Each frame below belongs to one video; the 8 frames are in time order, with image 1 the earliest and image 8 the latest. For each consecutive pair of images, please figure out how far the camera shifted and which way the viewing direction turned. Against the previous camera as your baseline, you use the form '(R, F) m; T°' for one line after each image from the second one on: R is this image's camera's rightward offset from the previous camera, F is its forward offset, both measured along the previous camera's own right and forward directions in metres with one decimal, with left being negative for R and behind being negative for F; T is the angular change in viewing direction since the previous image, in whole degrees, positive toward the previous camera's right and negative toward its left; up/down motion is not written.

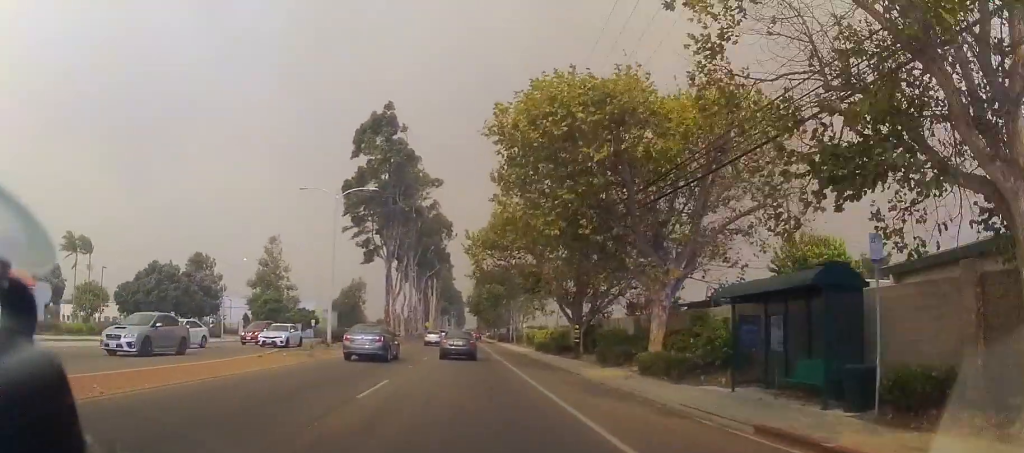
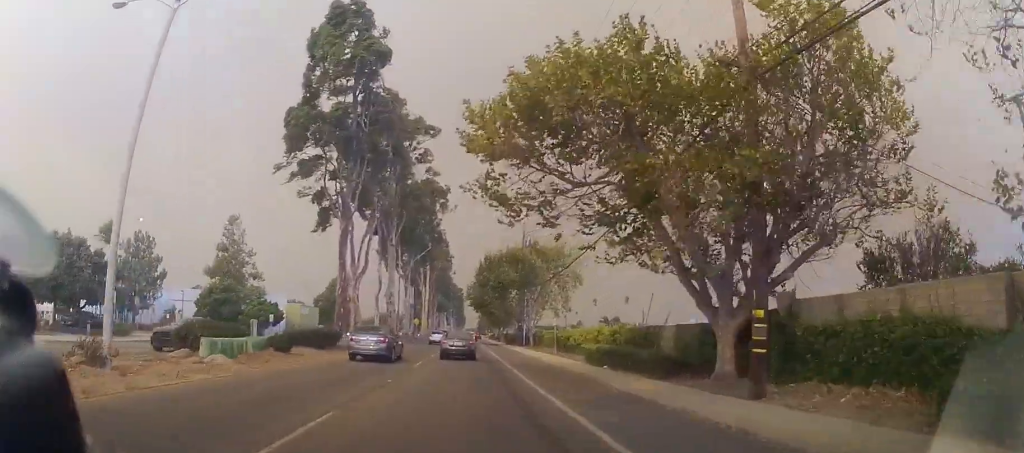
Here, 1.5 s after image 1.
(+0.5, +21.4) m; +1°
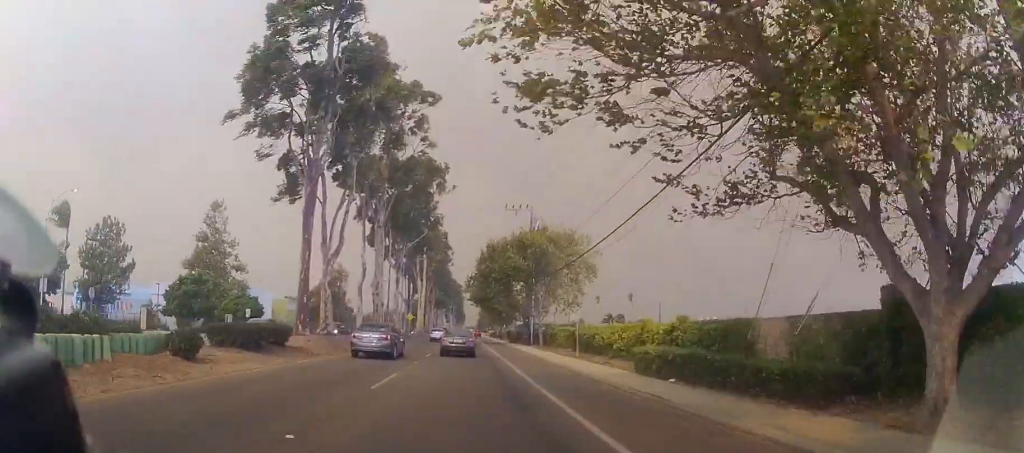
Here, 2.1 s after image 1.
(-0.1, +8.4) m; -1°
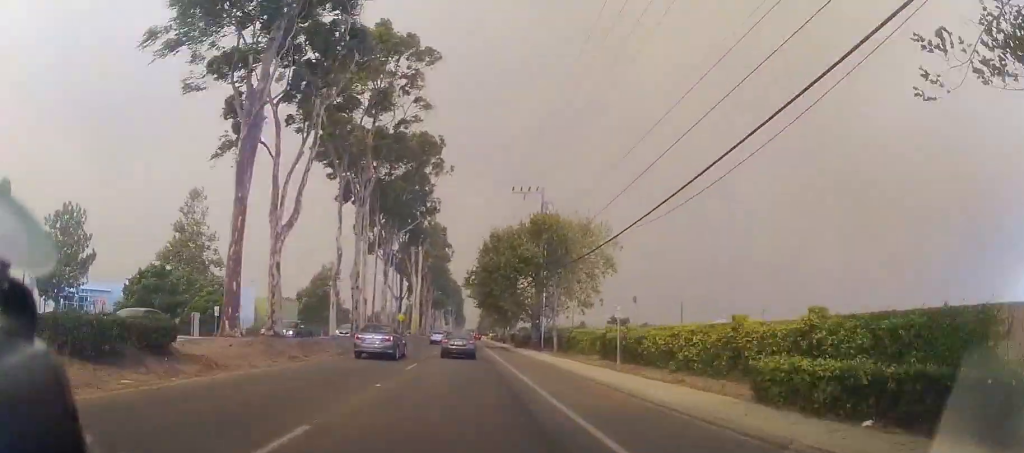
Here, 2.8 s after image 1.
(-0.1, +8.9) m; -2°
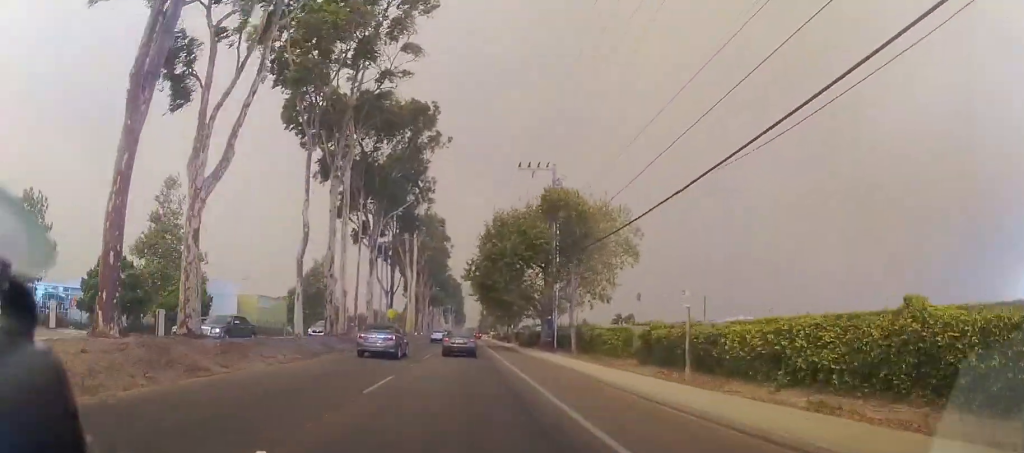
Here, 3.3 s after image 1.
(-0.3, +7.6) m; +1°
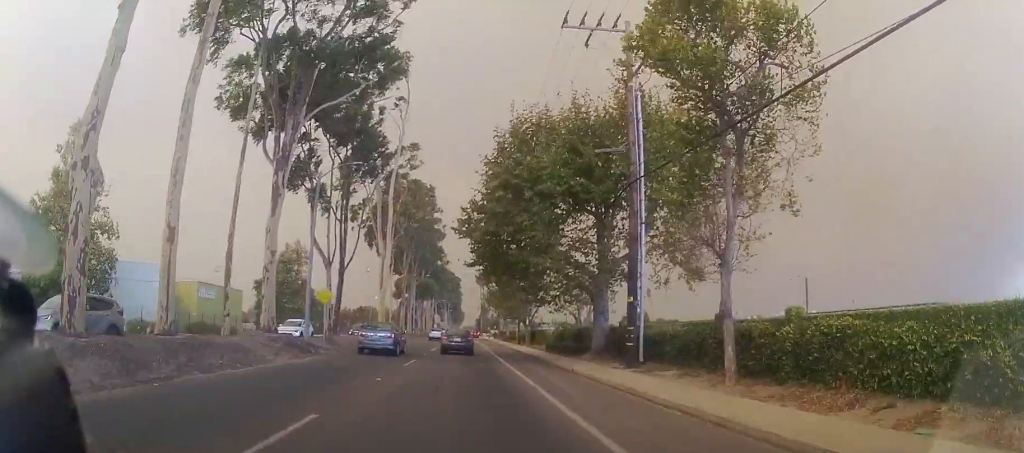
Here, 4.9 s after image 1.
(+0.8, +22.6) m; +2°
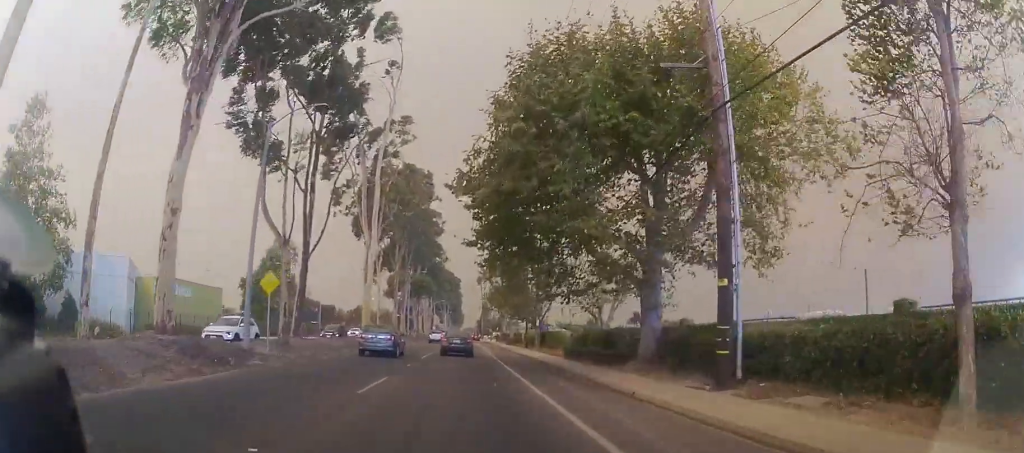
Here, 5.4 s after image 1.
(-0.2, +8.3) m; -1°
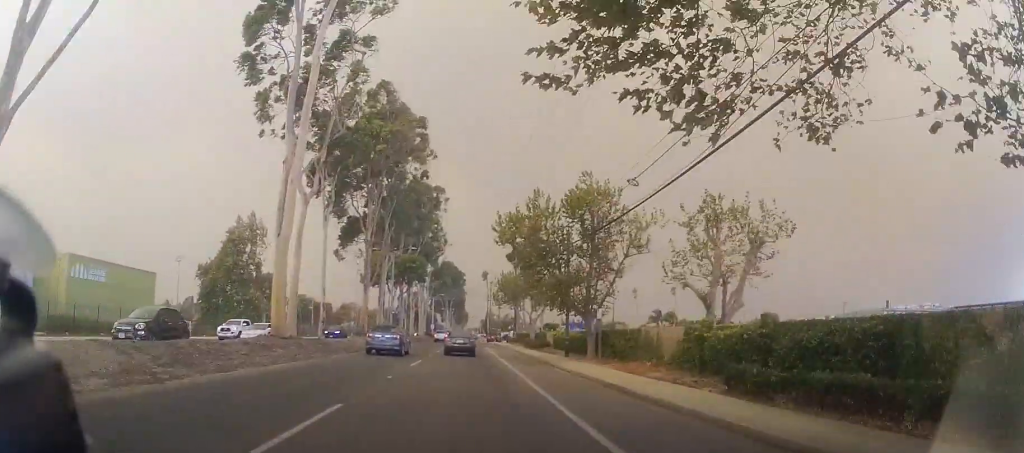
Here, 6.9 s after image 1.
(-0.2, +20.9) m; -1°
